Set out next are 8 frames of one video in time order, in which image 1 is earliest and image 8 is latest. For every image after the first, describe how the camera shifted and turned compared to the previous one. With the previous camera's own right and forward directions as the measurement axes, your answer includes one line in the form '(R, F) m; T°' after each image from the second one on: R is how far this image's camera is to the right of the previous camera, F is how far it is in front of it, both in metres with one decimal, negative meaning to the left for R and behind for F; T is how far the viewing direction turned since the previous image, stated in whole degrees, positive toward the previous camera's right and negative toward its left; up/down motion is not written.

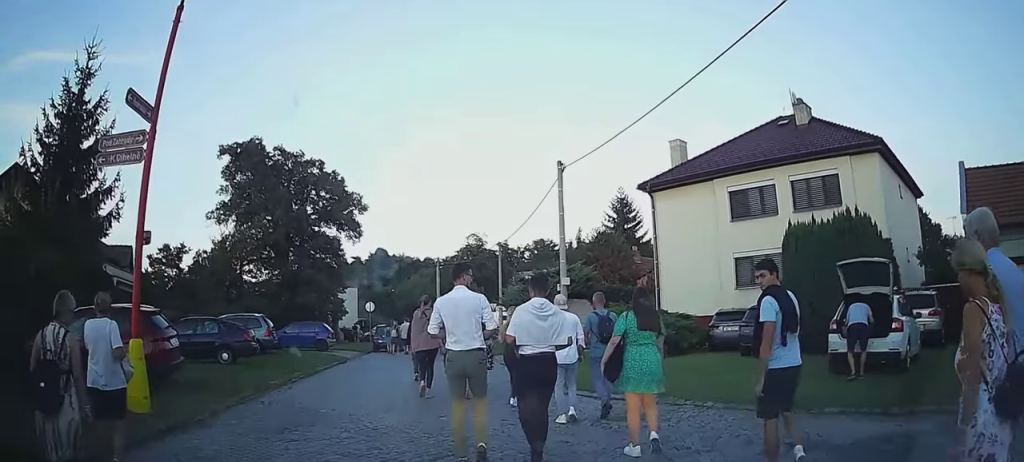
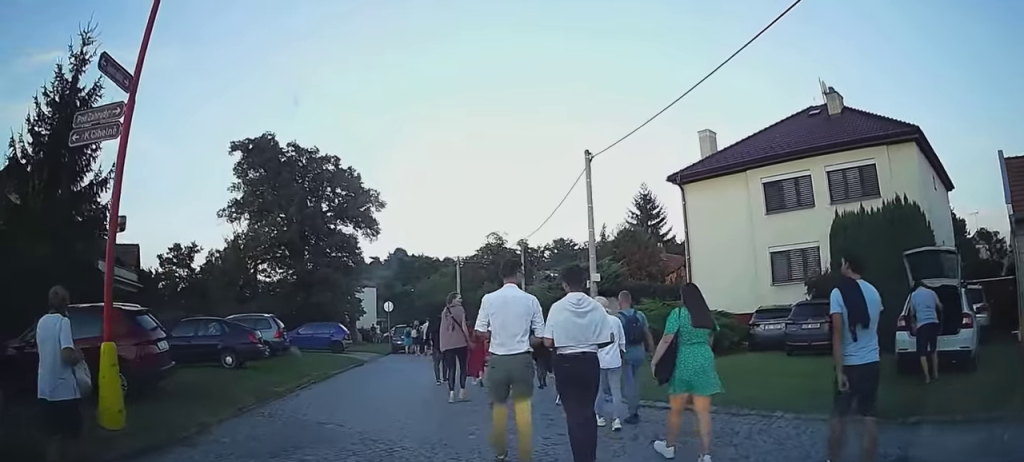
(0.0, +1.6) m; -2°
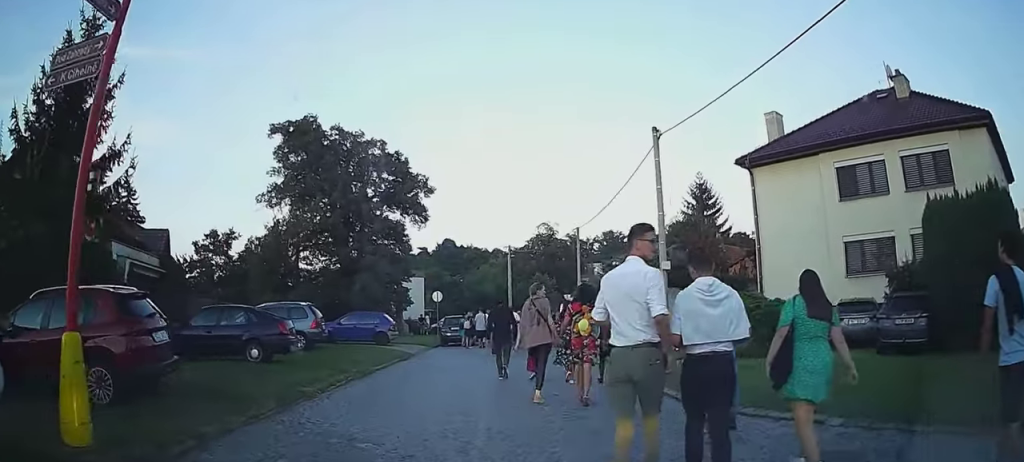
(0.0, +1.4) m; -6°
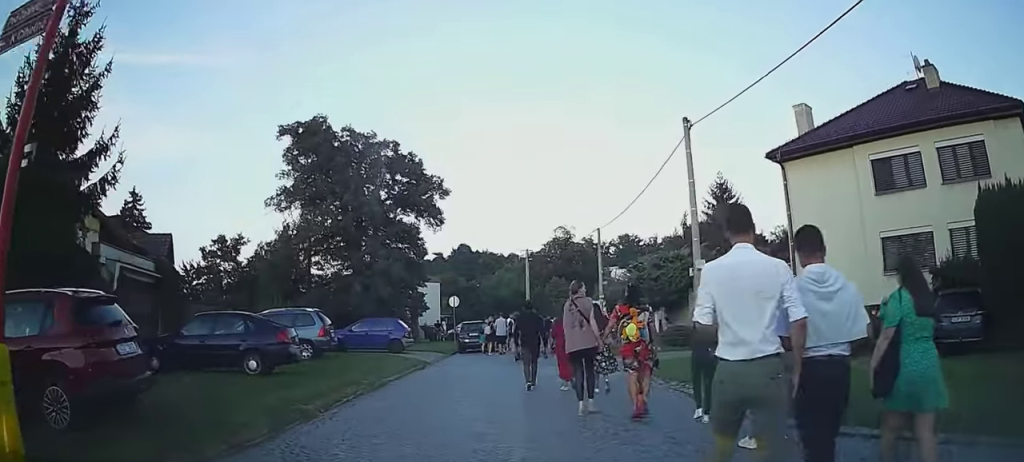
(-0.1, +0.8) m; -5°
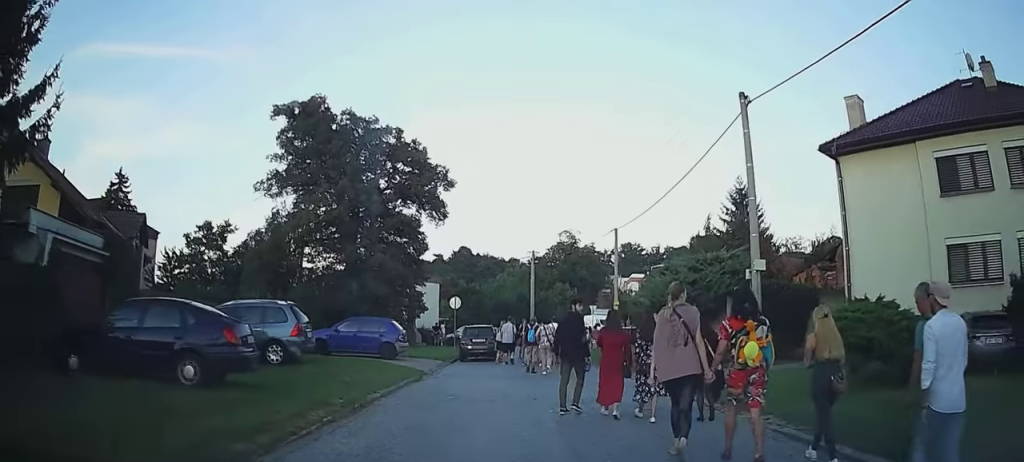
(-0.2, +2.1) m; -5°
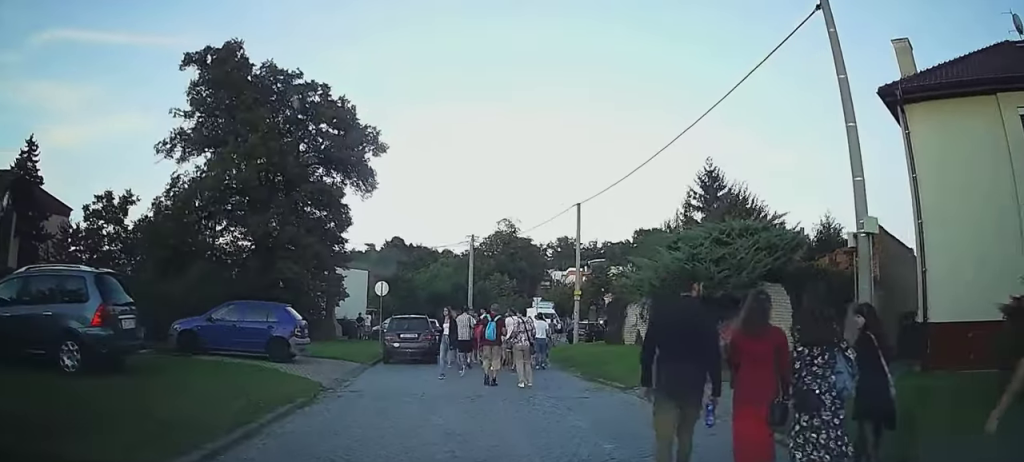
(-0.2, +6.0) m; -2°
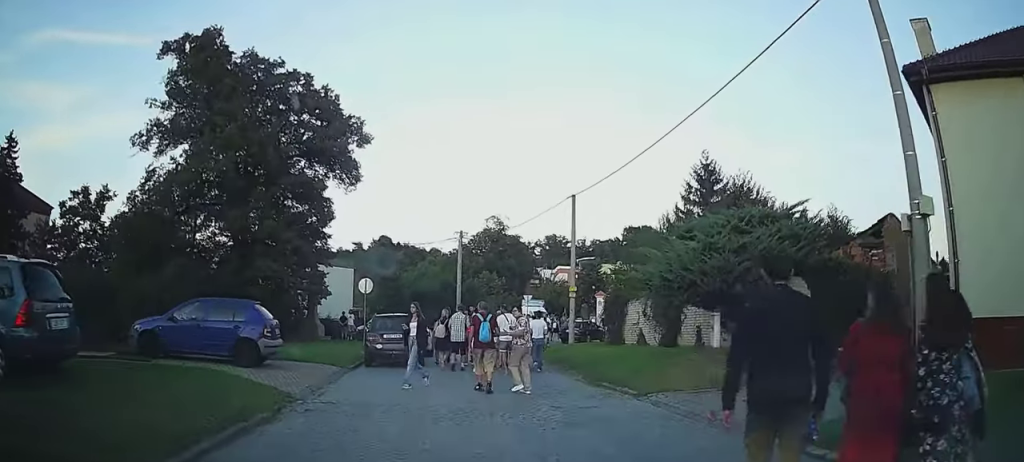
(-0.2, +1.9) m; +9°
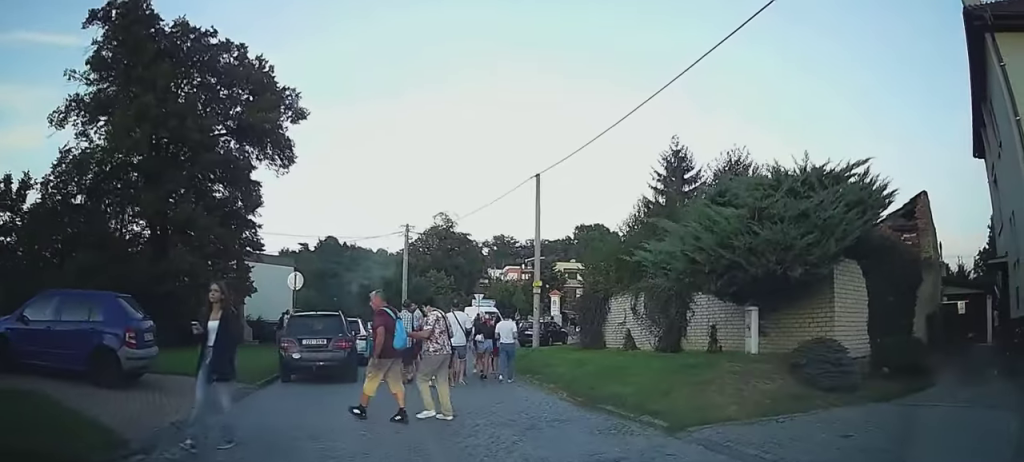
(+1.4, +4.6) m; +20°
